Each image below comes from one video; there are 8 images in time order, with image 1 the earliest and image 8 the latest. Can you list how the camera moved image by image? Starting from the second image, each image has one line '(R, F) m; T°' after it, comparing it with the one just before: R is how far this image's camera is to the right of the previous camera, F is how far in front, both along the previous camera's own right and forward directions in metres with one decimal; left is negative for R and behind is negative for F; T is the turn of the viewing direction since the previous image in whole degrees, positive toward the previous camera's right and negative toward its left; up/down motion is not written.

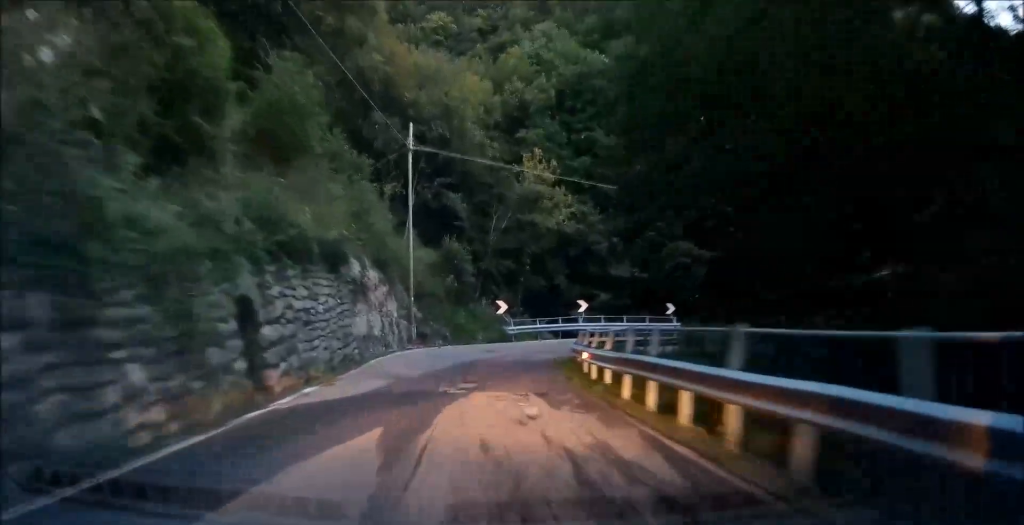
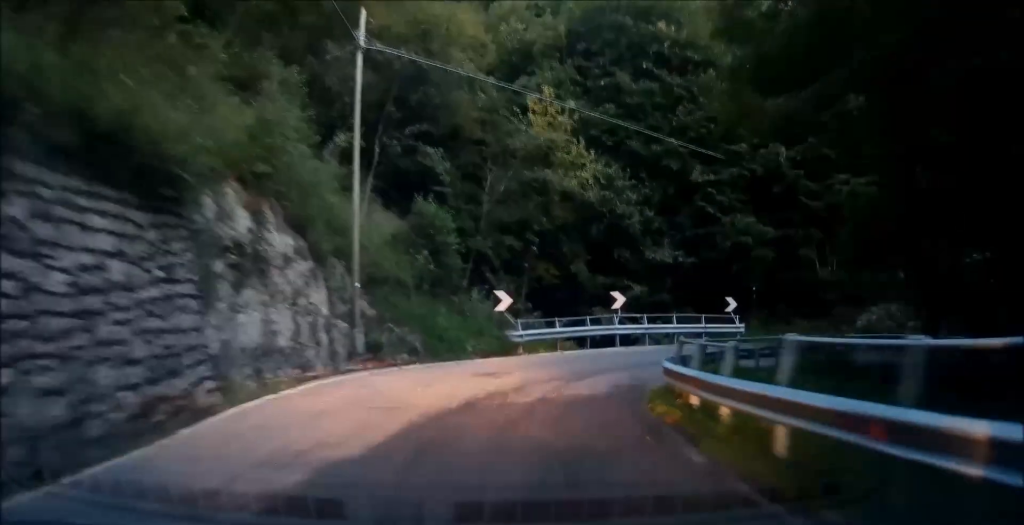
(-0.3, +12.2) m; +4°
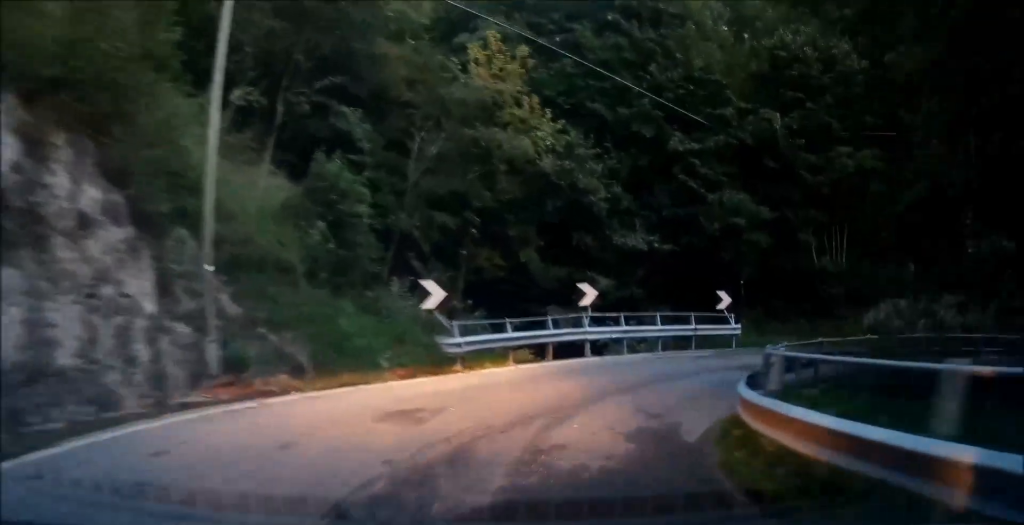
(+0.6, +7.2) m; +9°
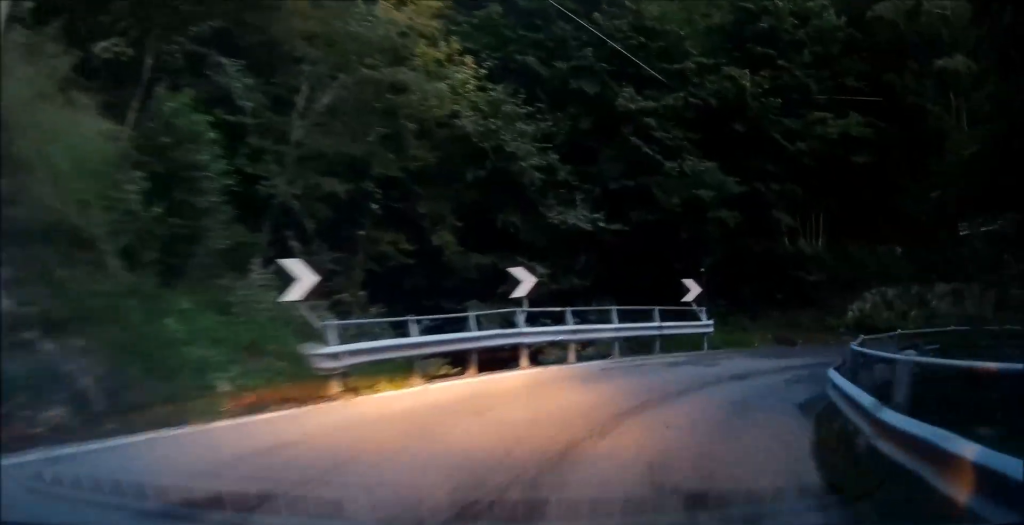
(+0.3, +5.9) m; +9°
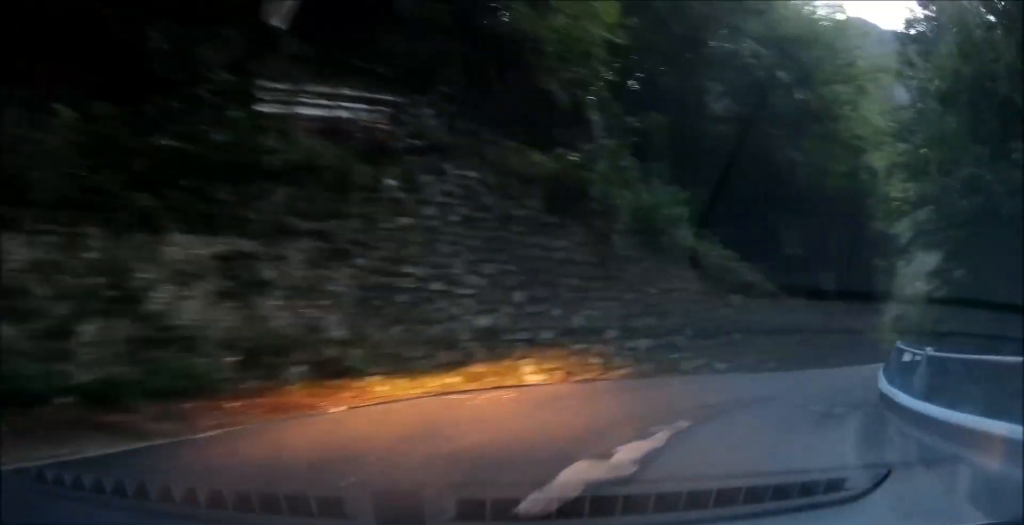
(+6.7, +19.6) m; +62°
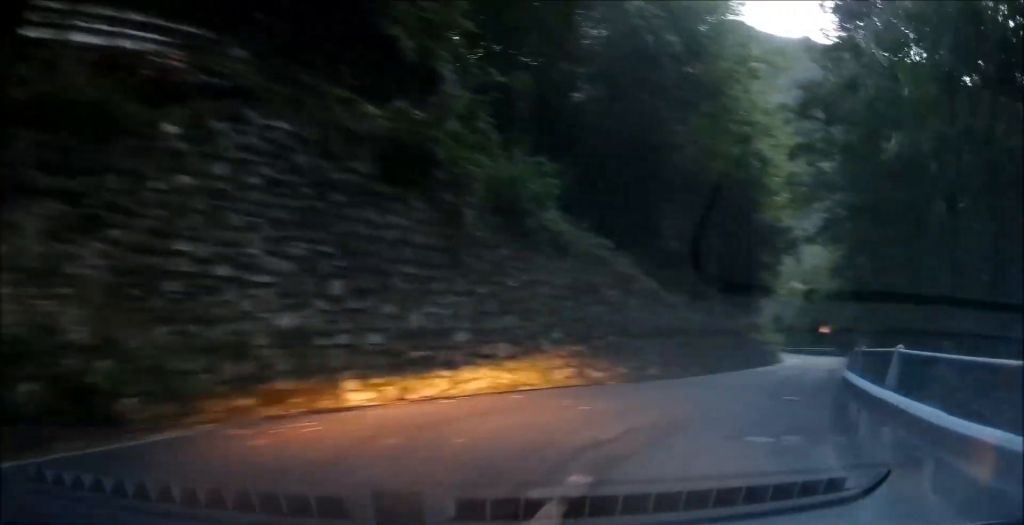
(+0.7, +2.4) m; +12°
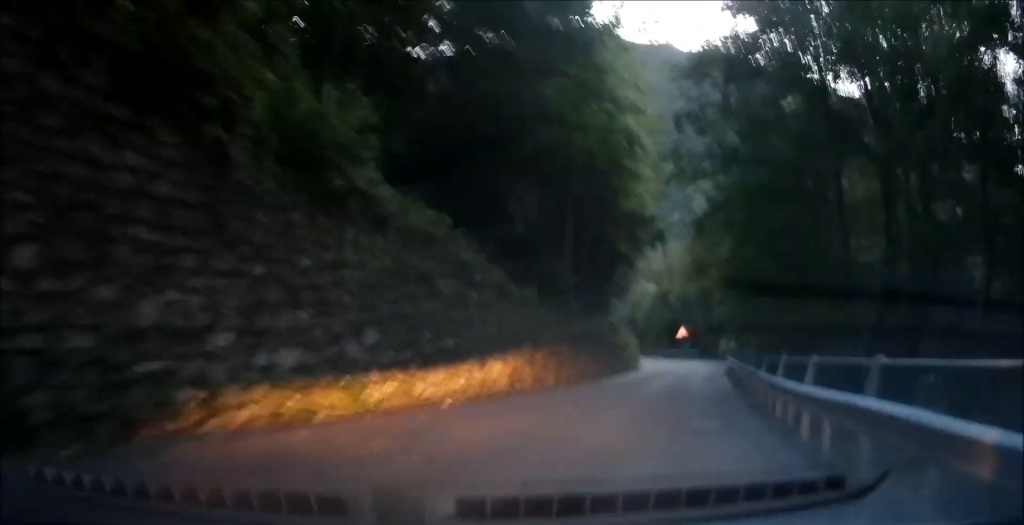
(+1.0, +3.2) m; +13°
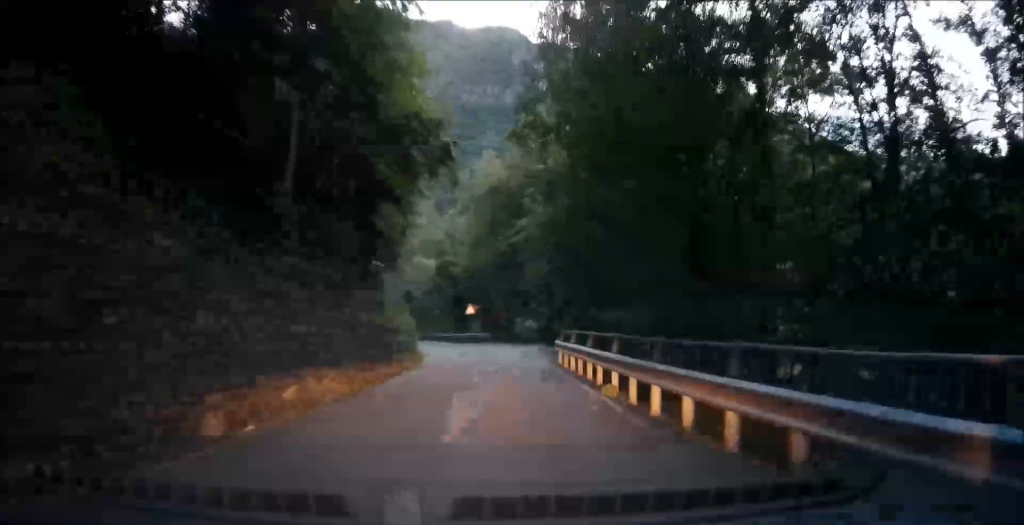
(+0.9, +9.3) m; +10°
